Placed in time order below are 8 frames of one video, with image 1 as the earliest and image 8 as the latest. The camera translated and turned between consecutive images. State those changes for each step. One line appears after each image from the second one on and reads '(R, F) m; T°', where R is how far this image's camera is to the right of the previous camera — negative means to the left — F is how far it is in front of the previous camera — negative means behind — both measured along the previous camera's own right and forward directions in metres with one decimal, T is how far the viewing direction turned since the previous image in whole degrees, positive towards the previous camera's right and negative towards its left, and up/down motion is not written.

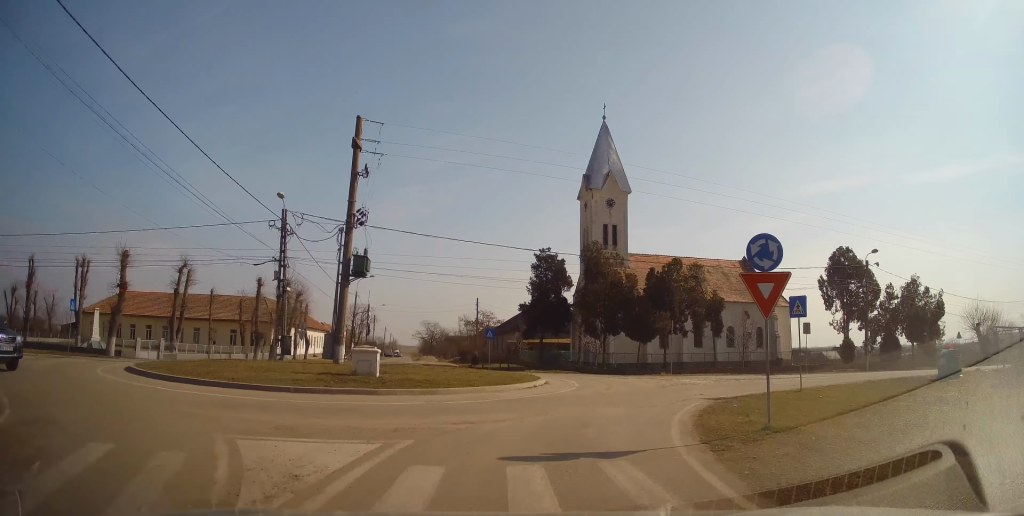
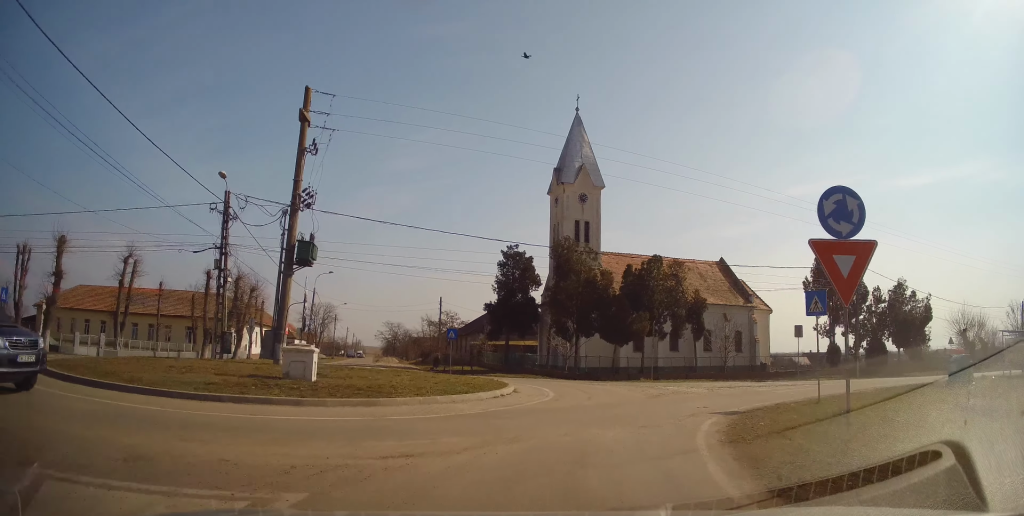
(+0.2, +3.9) m; +6°
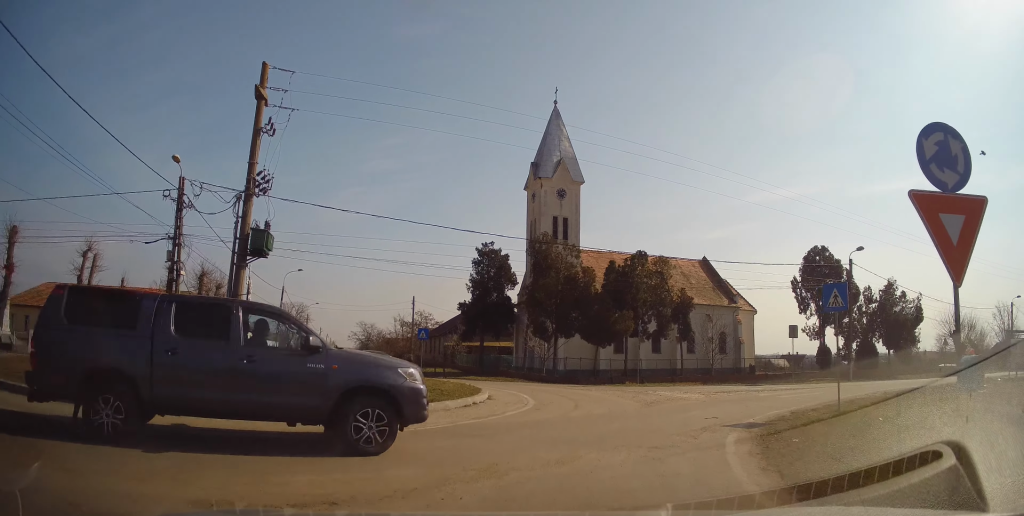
(+0.3, +3.4) m; +2°
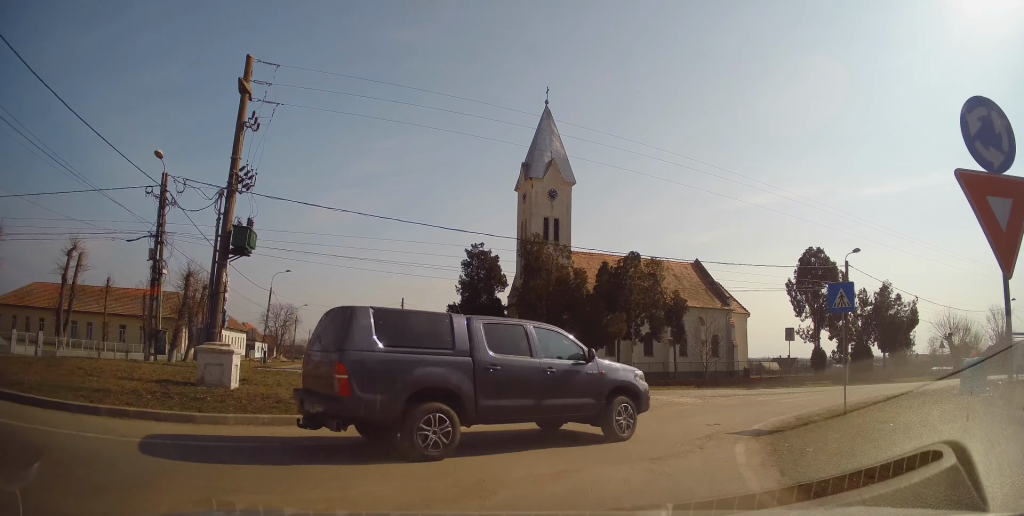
(-0.2, +1.1) m; +4°
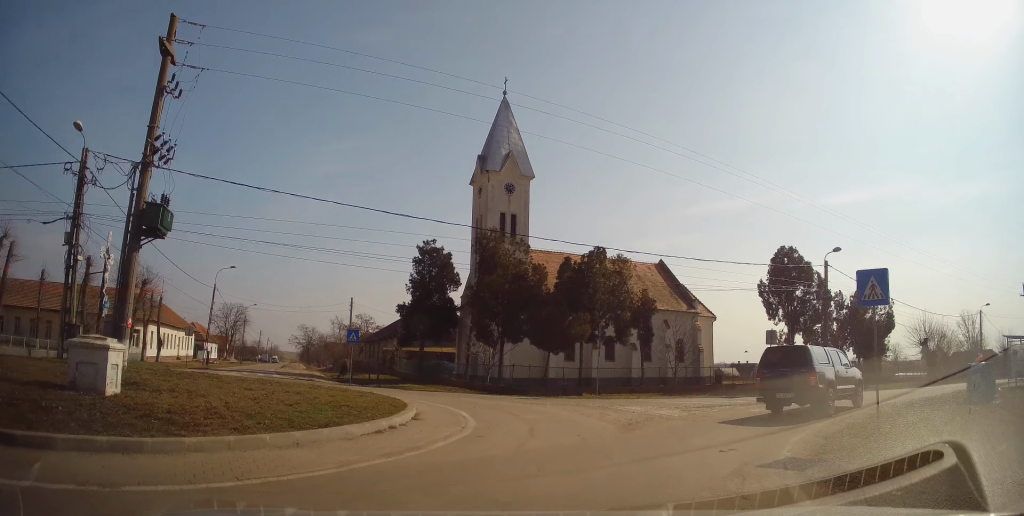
(+0.5, +3.1) m; +7°
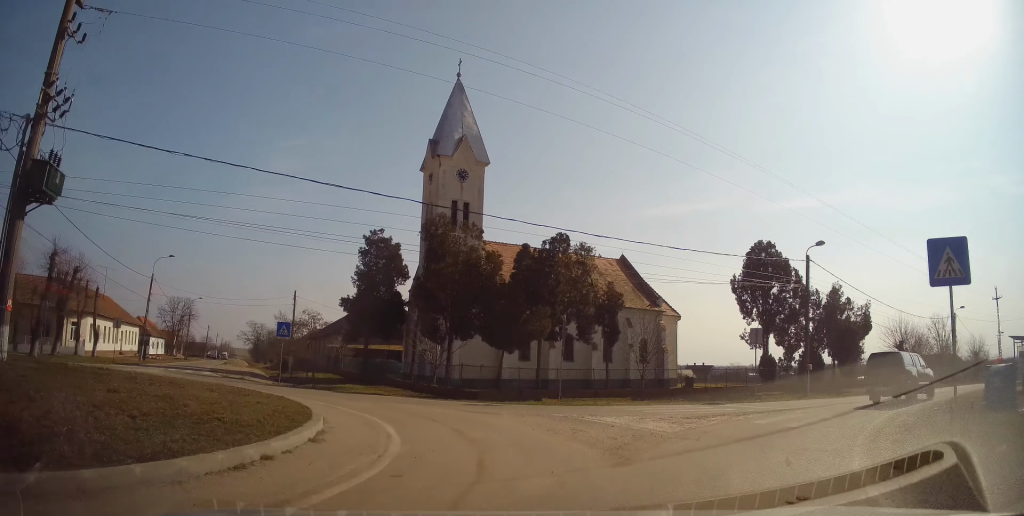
(-0.2, +2.7) m; -3°
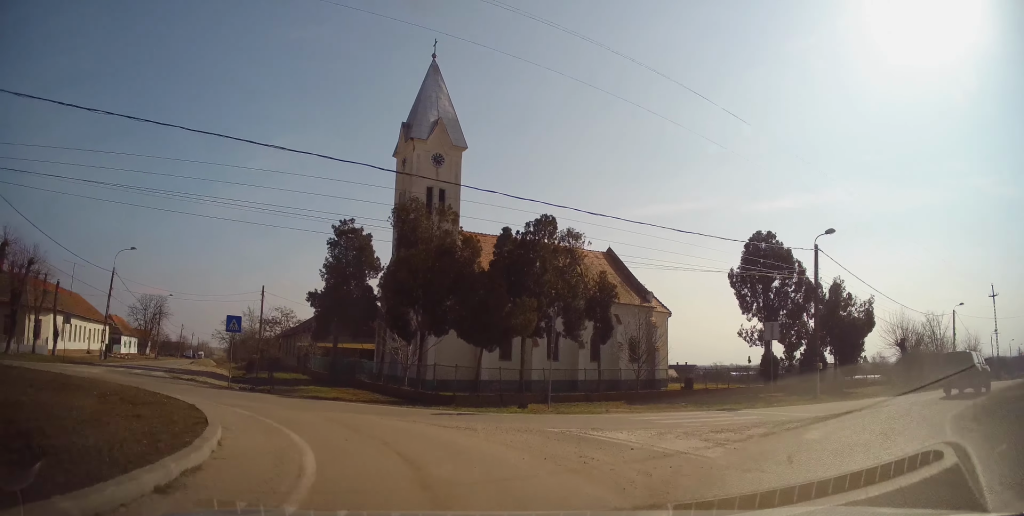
(0.0, +2.4) m; +1°
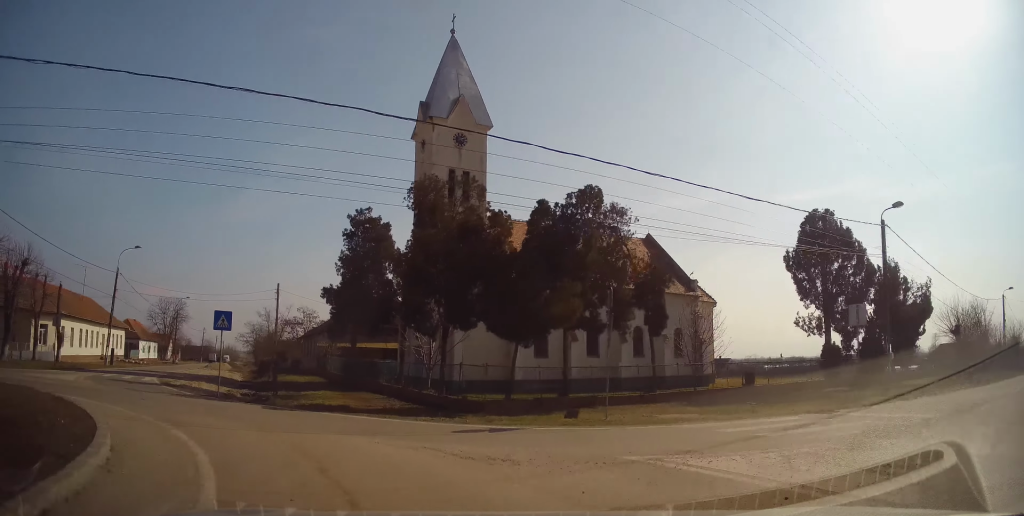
(+0.1, +2.8) m; -2°
